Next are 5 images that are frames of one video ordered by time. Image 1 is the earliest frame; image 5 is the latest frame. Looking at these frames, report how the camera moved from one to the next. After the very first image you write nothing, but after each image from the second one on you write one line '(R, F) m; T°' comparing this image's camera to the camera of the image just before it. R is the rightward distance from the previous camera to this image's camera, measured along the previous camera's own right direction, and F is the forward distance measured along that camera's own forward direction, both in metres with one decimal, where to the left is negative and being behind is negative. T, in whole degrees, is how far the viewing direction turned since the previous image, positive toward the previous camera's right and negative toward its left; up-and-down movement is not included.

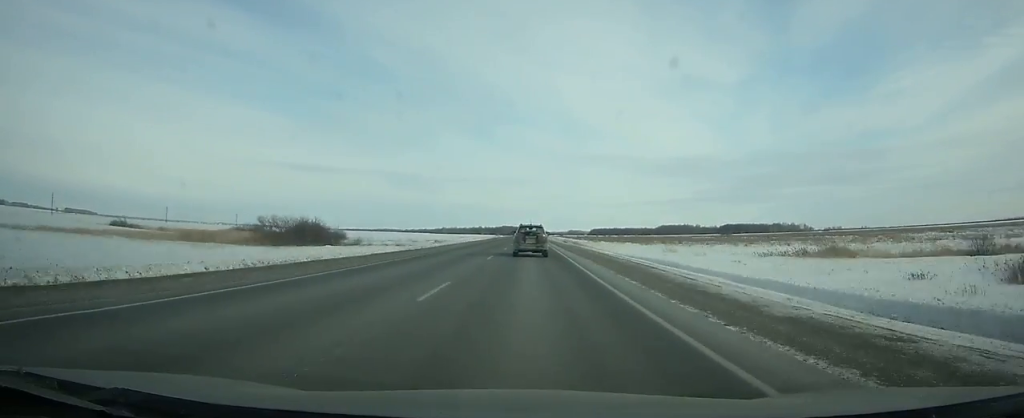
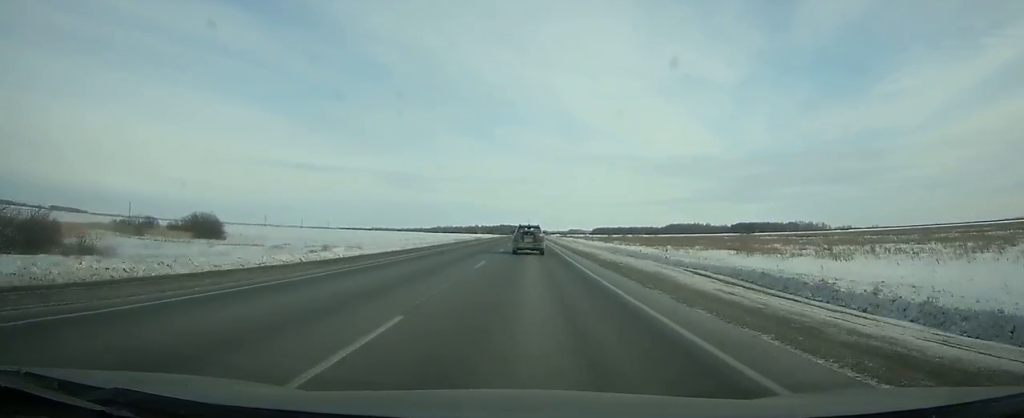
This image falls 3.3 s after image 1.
(+0.1, +86.5) m; 0°
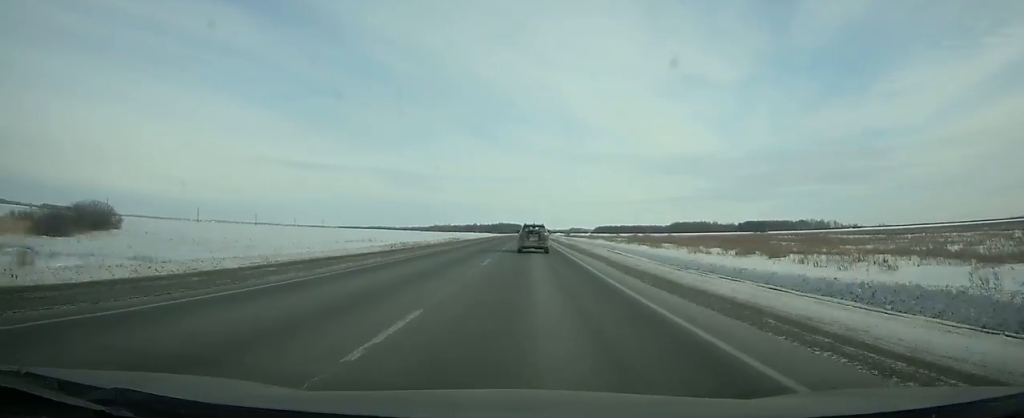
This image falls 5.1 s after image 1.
(-0.2, +47.7) m; 0°
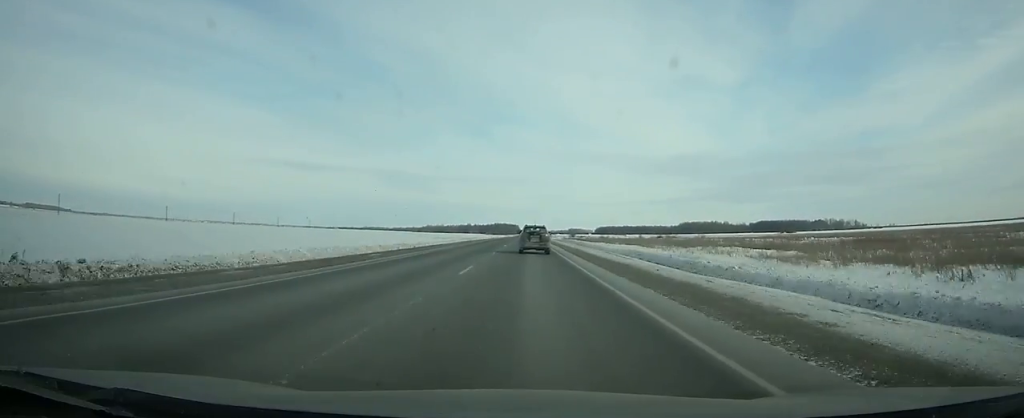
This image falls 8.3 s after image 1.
(+0.2, +86.0) m; 0°
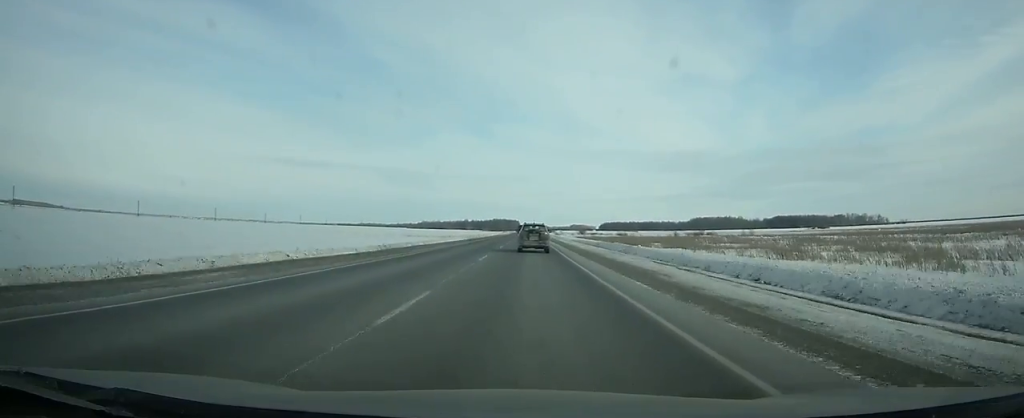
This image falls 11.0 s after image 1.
(0.0, +73.6) m; 0°
